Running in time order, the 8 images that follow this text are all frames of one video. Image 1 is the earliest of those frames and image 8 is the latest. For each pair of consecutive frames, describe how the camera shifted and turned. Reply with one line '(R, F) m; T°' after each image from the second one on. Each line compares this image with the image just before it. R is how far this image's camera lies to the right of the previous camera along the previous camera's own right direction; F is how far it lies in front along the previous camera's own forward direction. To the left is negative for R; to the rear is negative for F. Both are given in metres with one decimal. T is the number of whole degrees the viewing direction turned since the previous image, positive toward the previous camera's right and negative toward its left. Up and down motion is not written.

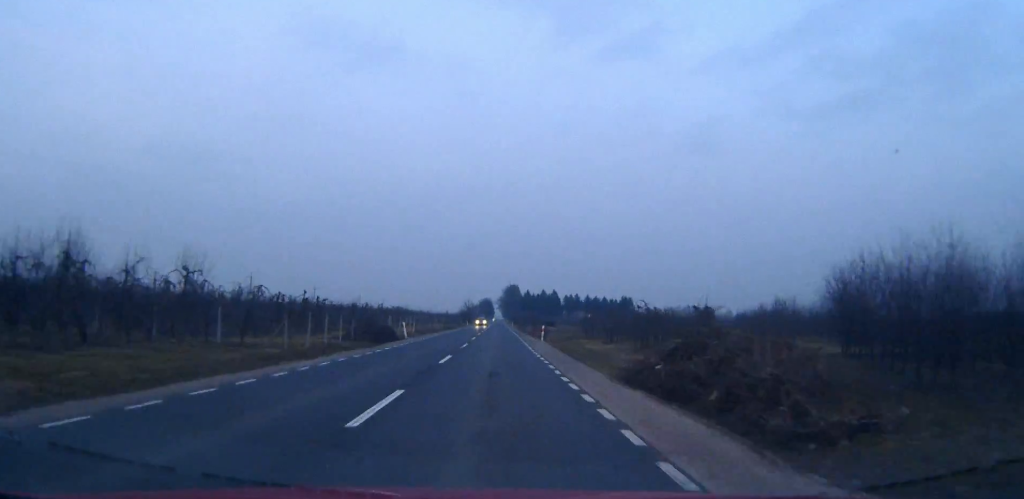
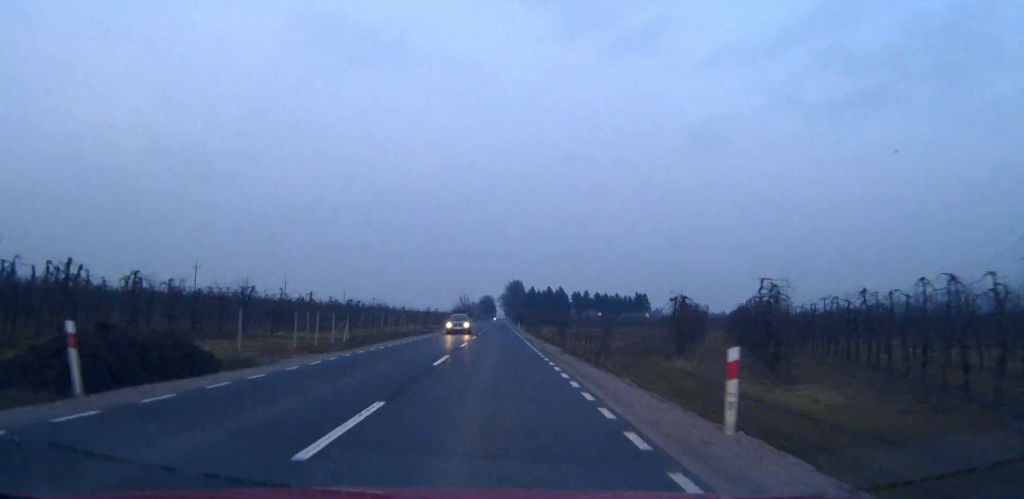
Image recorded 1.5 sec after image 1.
(0.0, +37.8) m; 0°
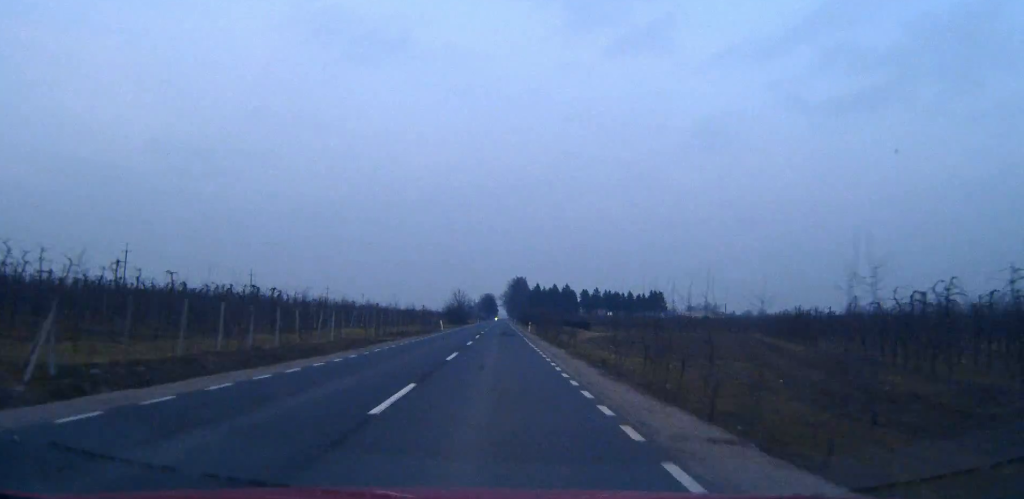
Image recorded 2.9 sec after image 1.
(-0.1, +32.8) m; 0°
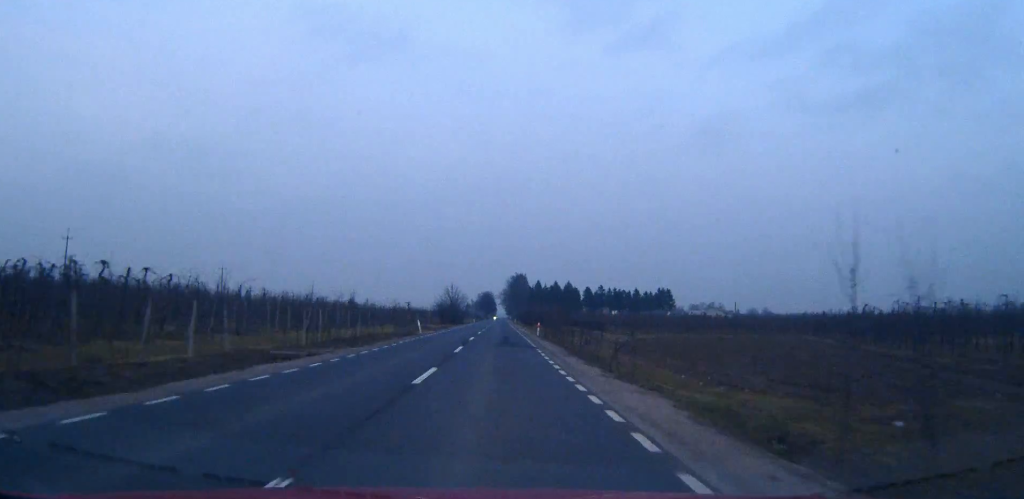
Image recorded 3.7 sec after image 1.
(0.0, +19.7) m; 0°
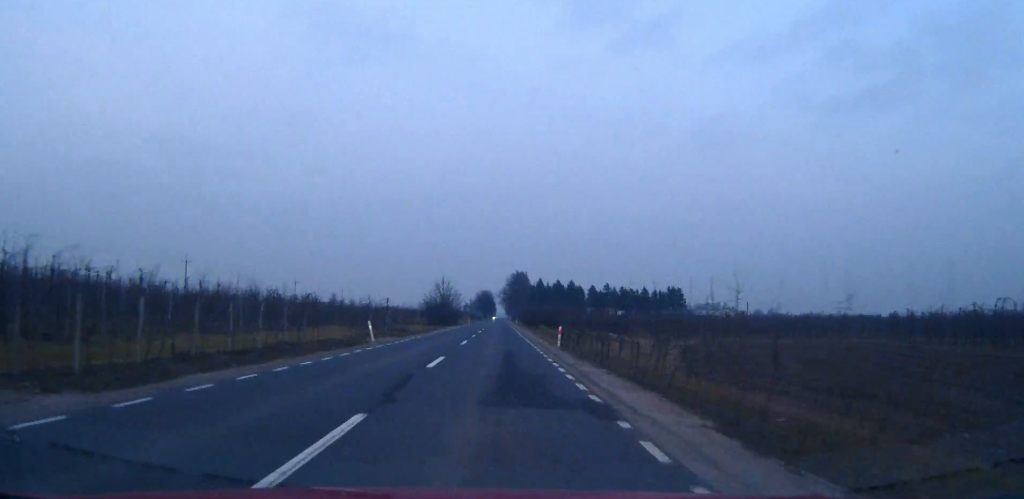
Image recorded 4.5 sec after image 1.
(0.0, +20.6) m; 0°
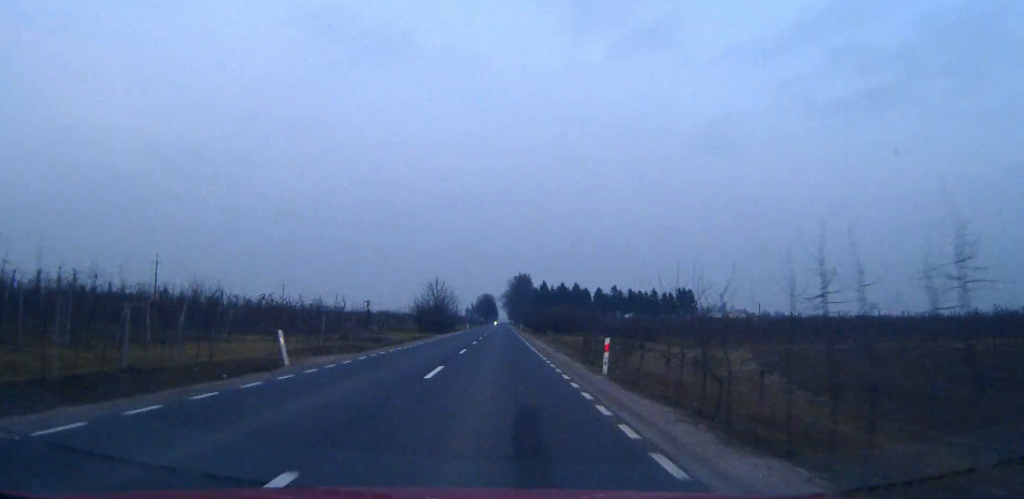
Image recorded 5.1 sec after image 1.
(0.0, +14.9) m; 0°
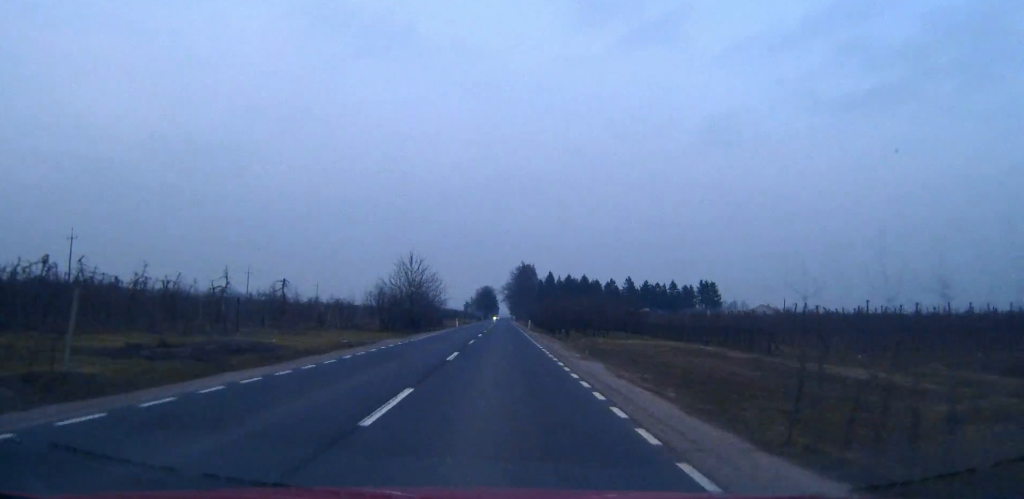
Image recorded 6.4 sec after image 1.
(0.0, +31.4) m; 0°
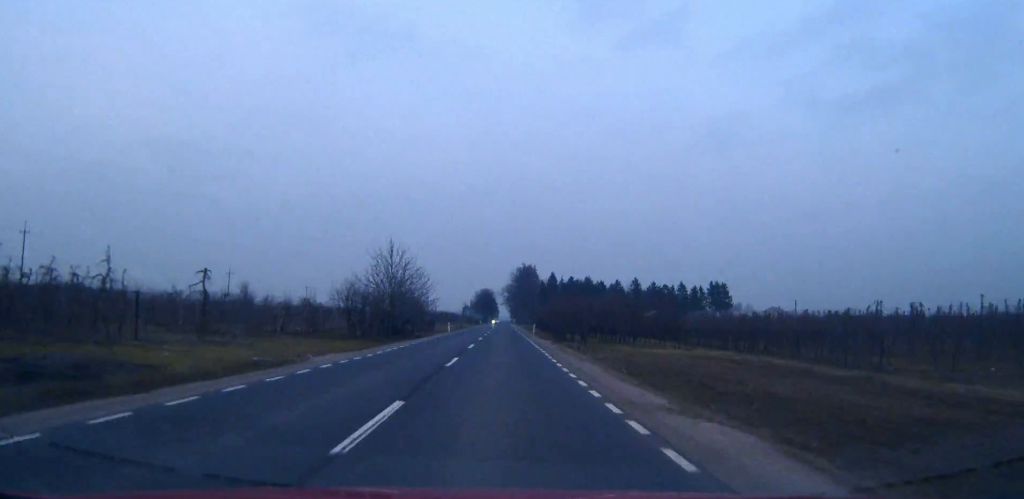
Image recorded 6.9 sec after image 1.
(0.0, +13.3) m; 0°
